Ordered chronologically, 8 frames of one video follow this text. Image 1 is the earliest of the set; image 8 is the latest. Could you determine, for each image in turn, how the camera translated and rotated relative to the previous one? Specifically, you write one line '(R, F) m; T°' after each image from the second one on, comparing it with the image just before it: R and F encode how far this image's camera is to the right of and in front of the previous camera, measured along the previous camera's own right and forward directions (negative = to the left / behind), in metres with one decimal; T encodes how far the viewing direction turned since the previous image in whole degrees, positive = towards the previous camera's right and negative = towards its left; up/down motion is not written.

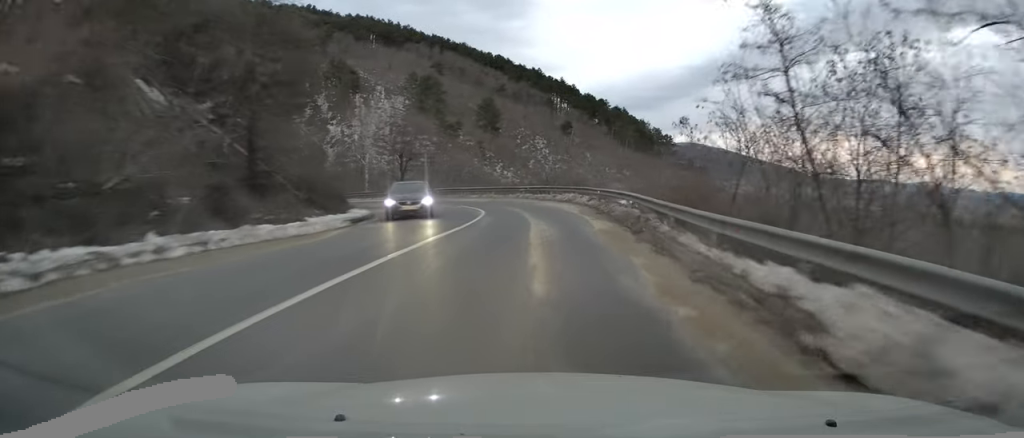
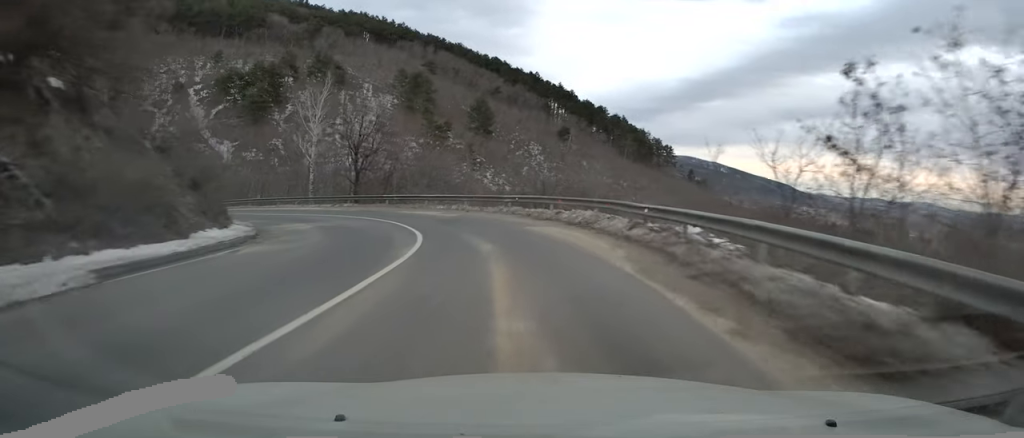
(+0.2, +13.6) m; -1°
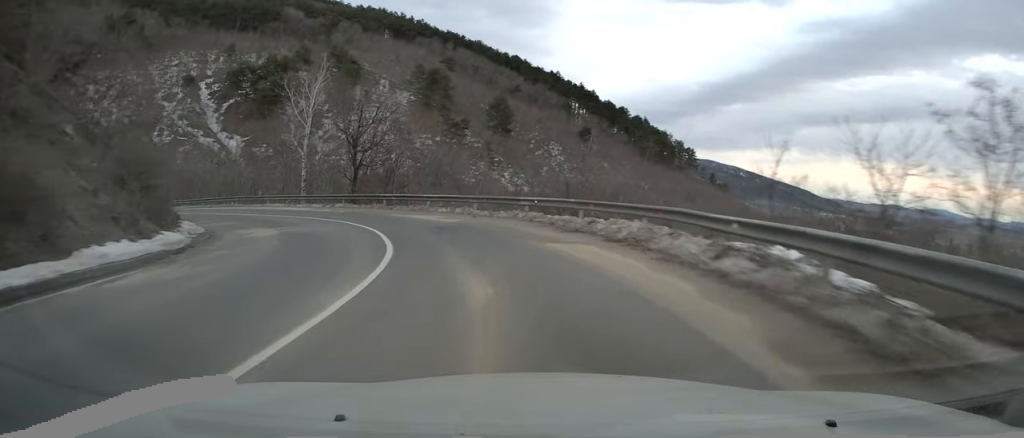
(-0.1, +5.4) m; -3°
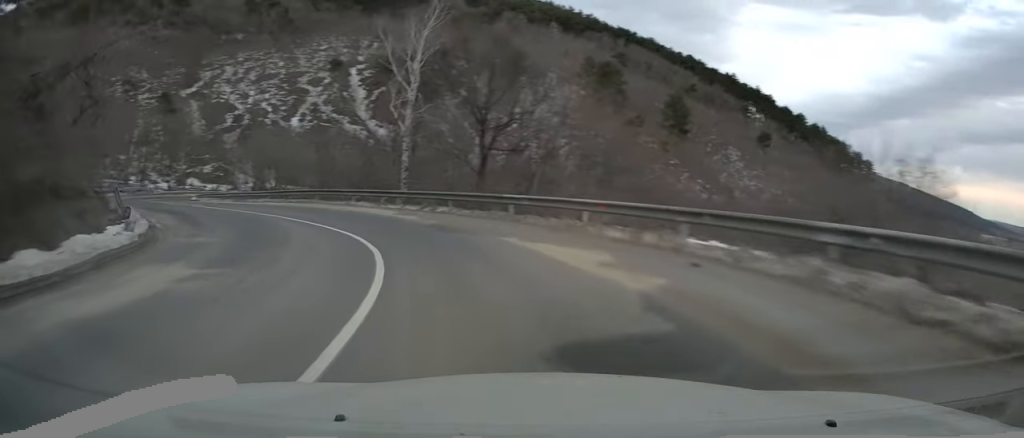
(-1.2, +13.4) m; -16°
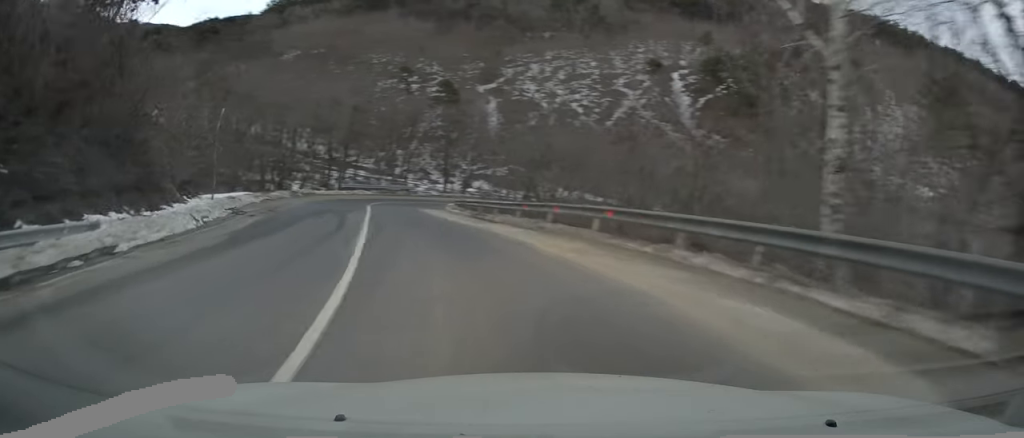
(-5.1, +17.7) m; -30°
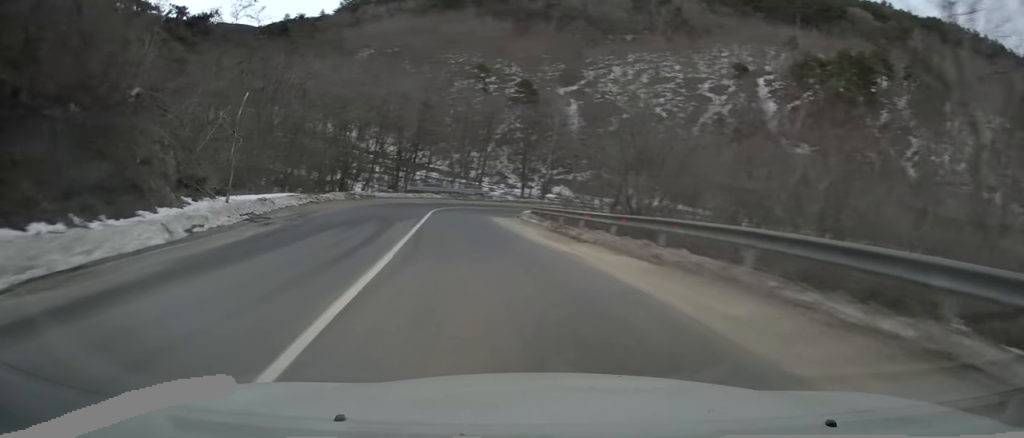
(-0.4, +5.4) m; -6°
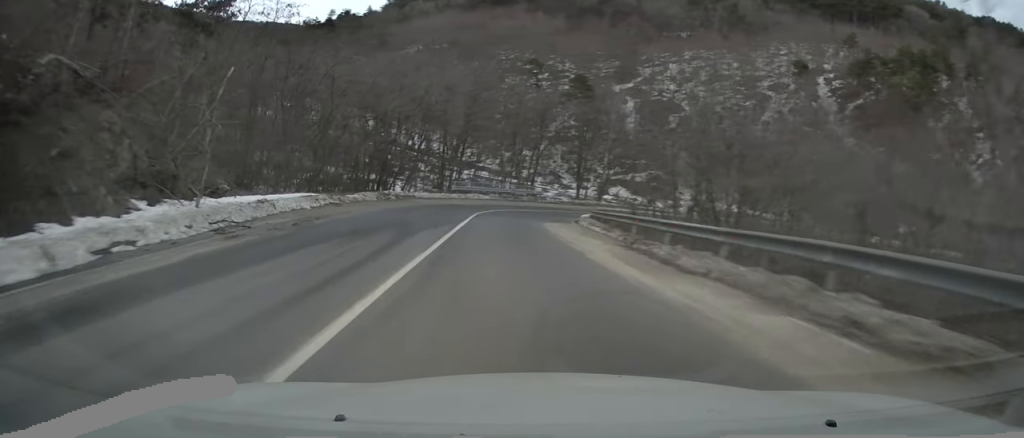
(-0.2, +5.4) m; -5°
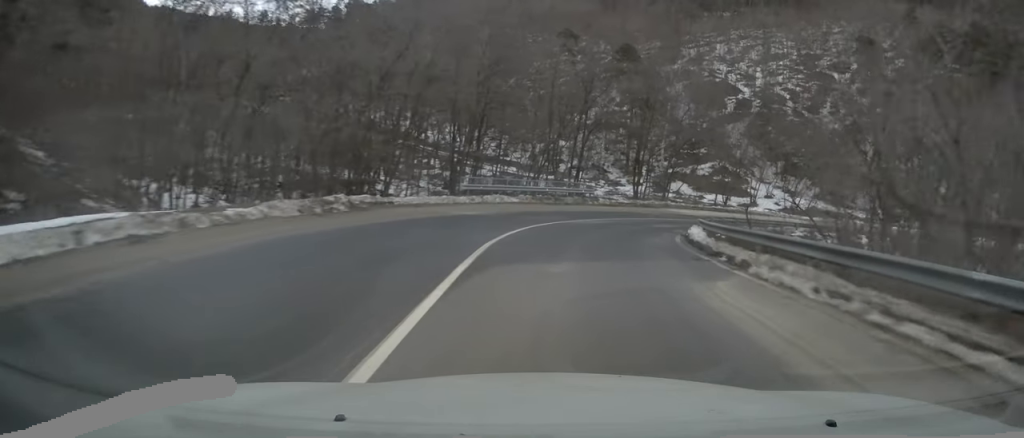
(-1.9, +18.2) m; -3°
